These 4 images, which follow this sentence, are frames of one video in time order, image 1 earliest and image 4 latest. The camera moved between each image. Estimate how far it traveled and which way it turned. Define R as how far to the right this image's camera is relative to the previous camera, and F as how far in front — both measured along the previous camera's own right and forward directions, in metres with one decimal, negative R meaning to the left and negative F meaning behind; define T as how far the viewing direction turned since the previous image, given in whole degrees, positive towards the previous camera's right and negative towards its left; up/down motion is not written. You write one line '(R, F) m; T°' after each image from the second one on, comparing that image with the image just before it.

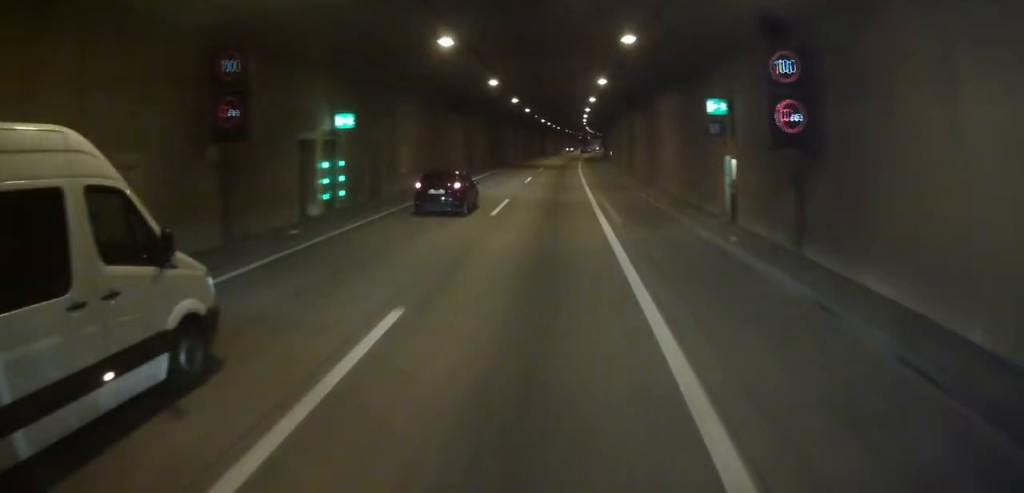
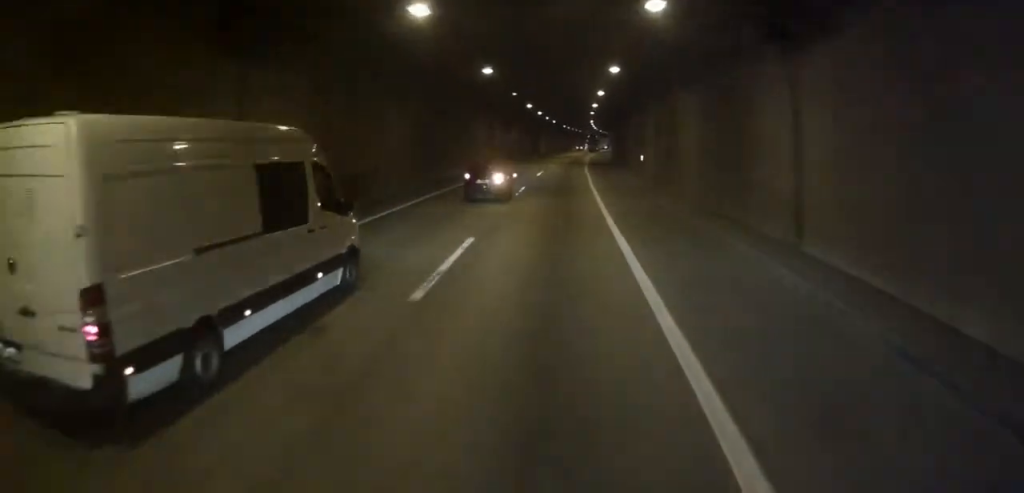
(-0.3, +28.0) m; -1°
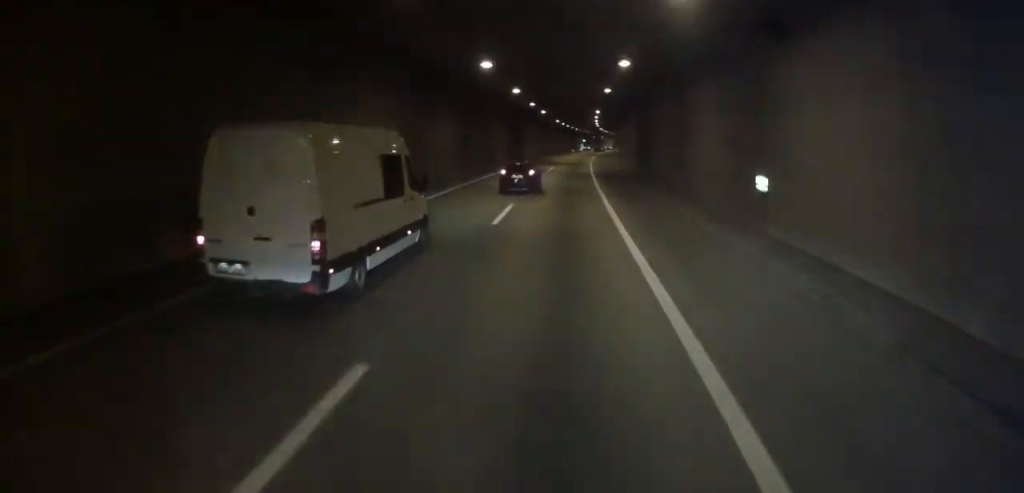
(0.0, +25.7) m; +1°
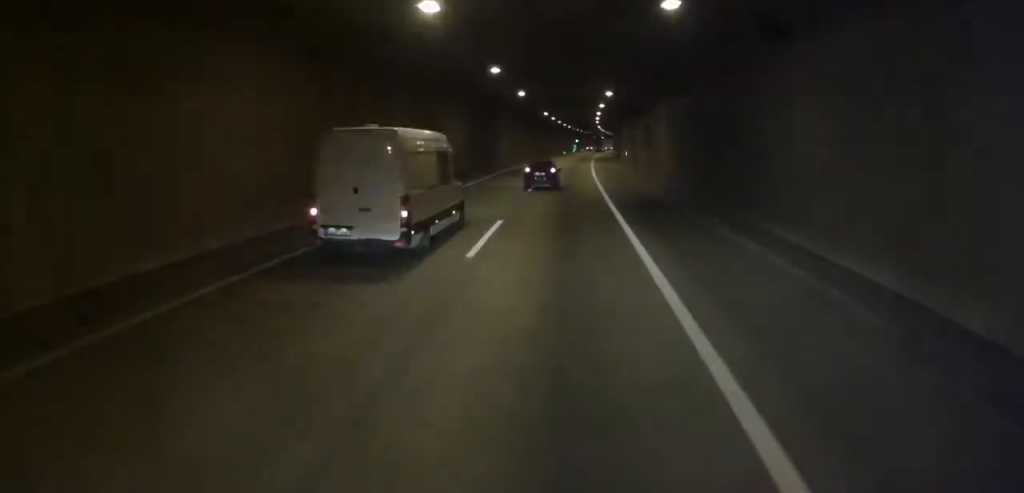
(+0.5, +22.1) m; 0°
